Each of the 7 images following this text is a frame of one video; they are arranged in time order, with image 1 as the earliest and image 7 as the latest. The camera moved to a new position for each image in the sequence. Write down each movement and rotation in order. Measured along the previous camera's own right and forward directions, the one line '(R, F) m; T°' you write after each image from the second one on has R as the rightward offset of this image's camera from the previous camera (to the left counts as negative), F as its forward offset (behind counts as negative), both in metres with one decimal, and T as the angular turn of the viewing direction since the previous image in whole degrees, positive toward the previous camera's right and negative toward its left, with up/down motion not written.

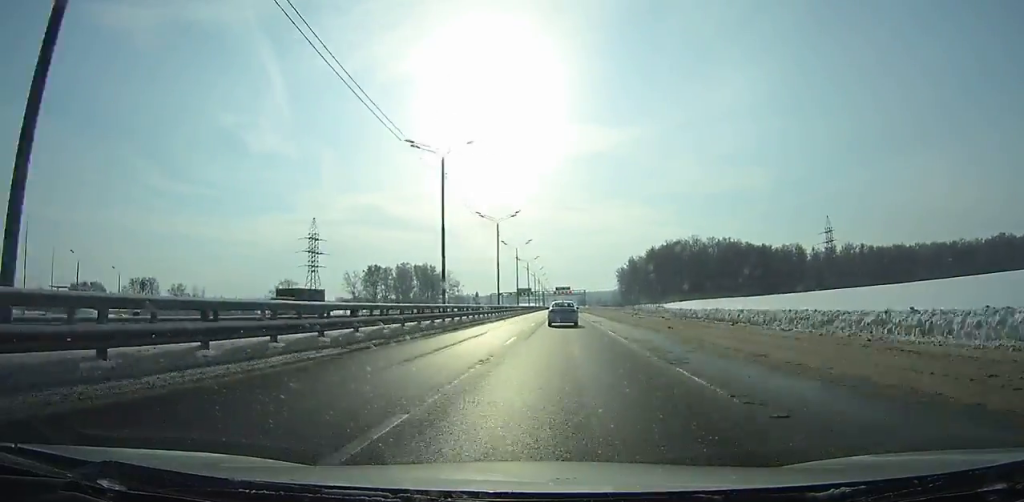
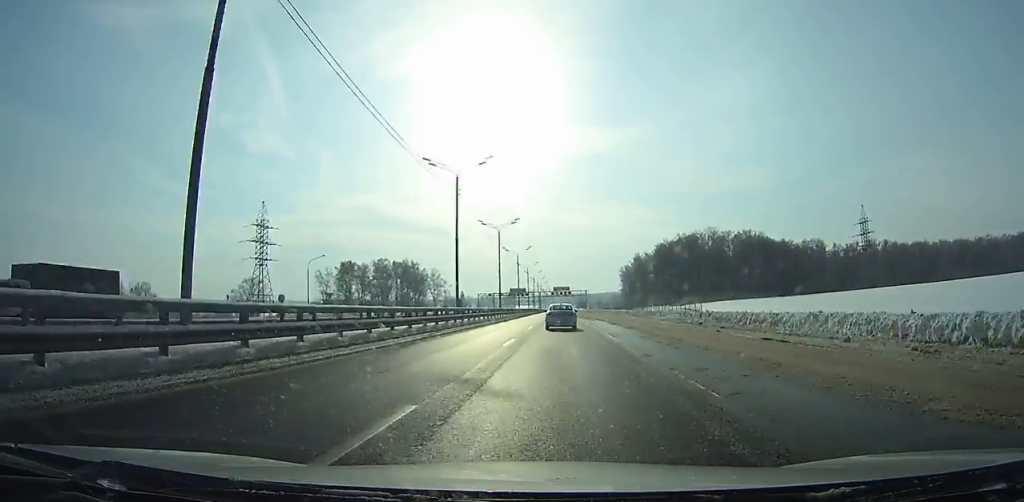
(-0.1, +30.4) m; 0°
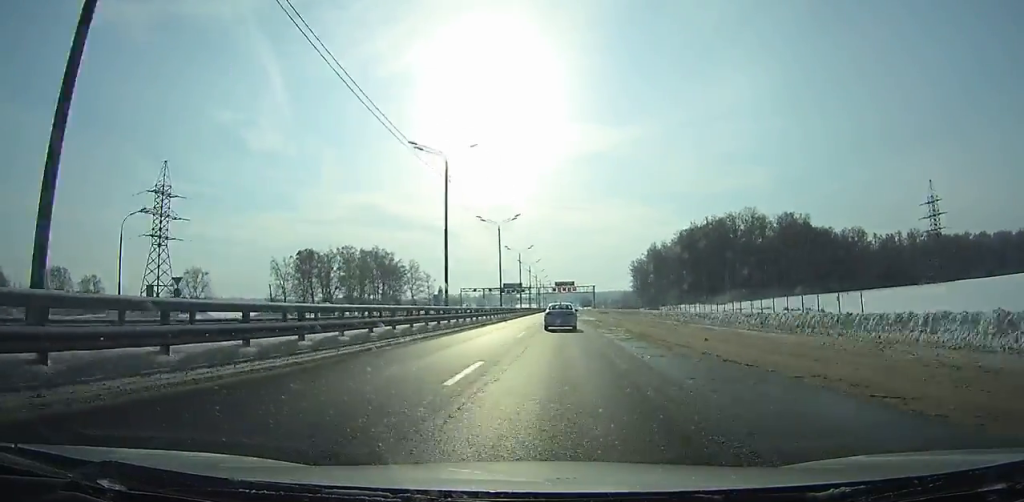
(0.0, +42.0) m; 0°
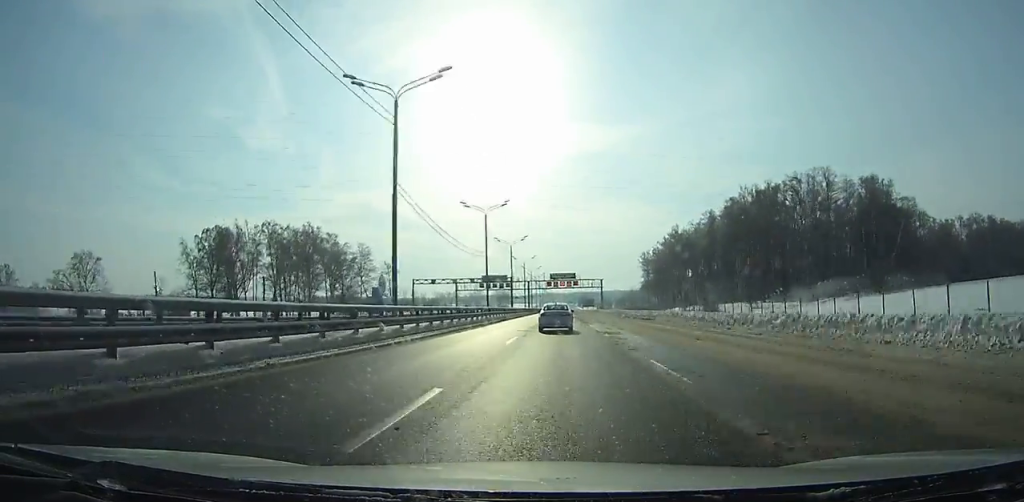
(0.0, +53.2) m; 0°
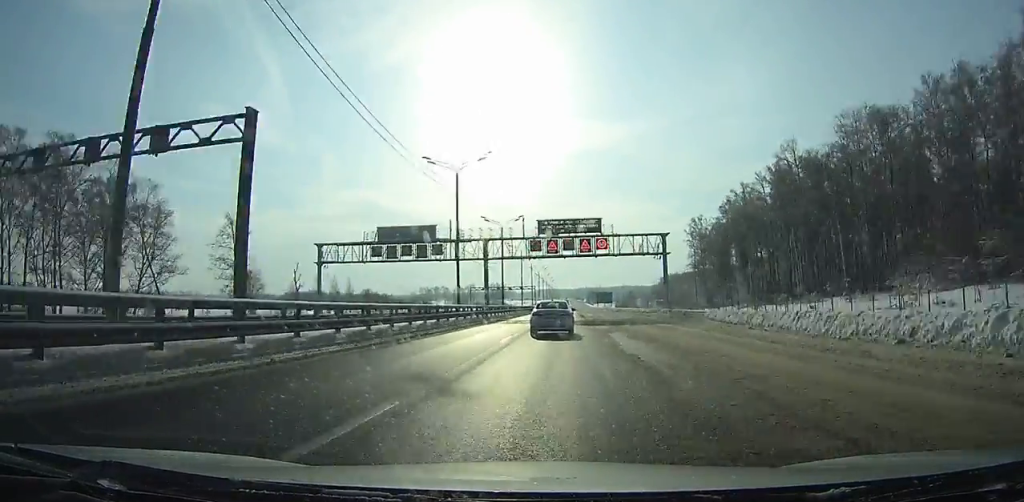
(+0.1, +95.0) m; 0°
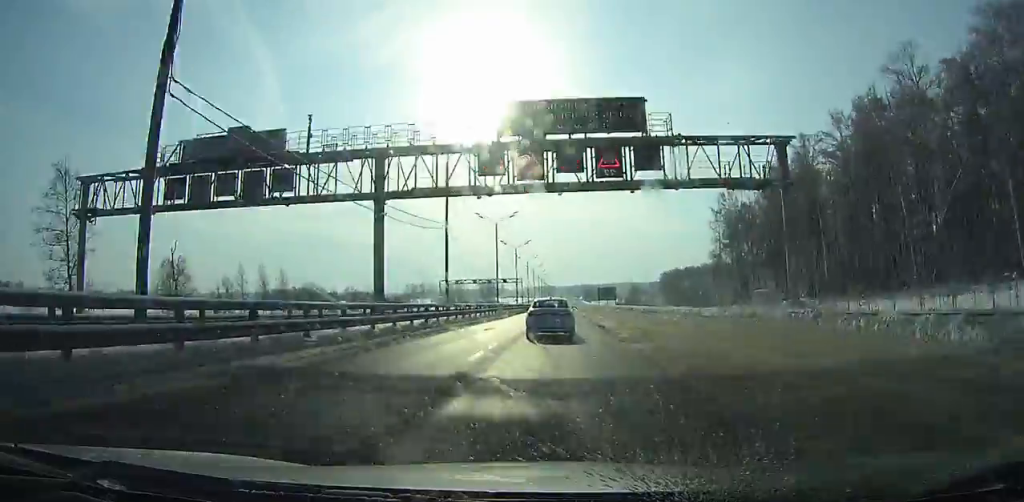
(-0.1, +37.7) m; 0°
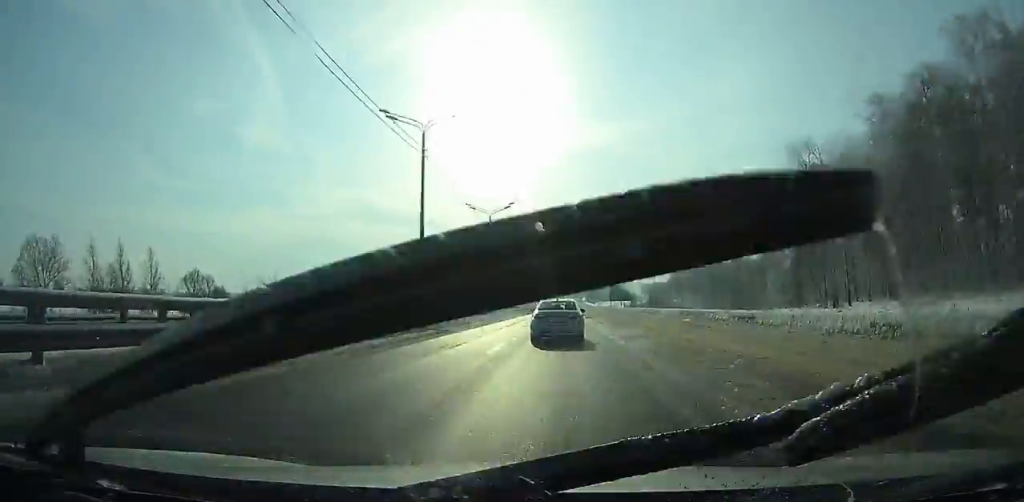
(+0.1, +45.0) m; 0°
